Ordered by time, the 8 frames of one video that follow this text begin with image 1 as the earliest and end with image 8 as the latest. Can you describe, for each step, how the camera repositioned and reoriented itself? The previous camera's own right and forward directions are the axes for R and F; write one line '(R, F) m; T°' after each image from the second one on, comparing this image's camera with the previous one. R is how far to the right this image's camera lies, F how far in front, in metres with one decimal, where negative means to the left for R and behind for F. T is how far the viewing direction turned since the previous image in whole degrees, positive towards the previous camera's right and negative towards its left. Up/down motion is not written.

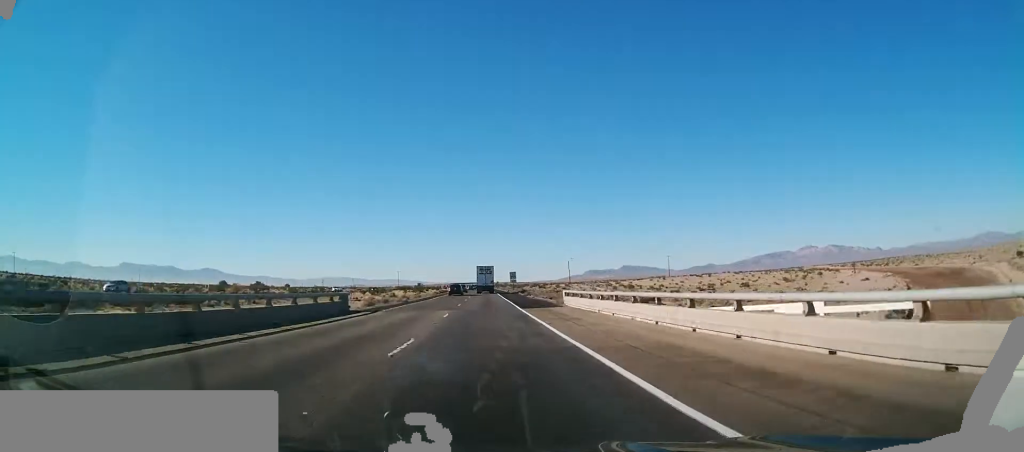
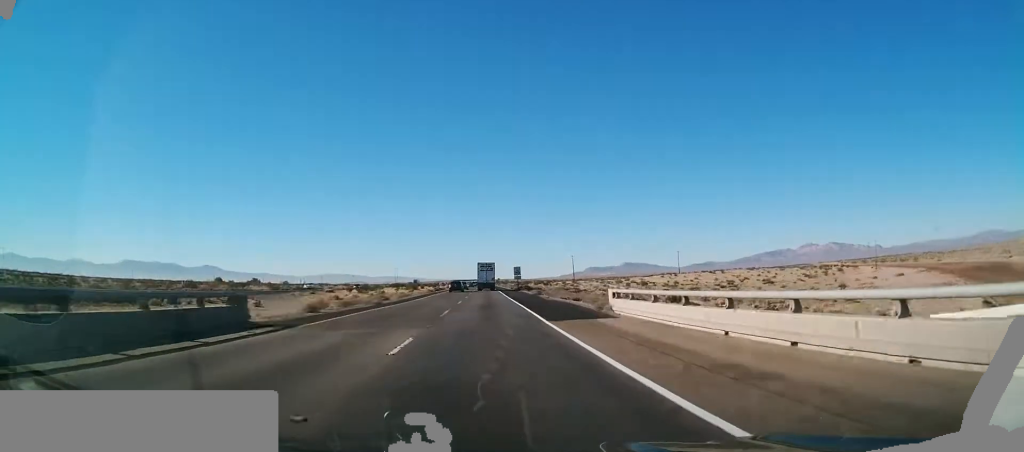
(-0.3, +14.8) m; 0°
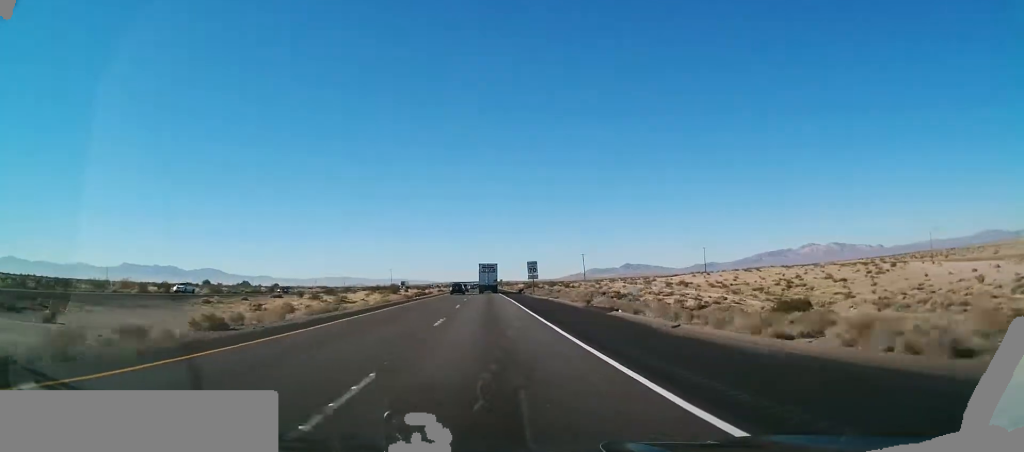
(+0.2, +34.4) m; 0°
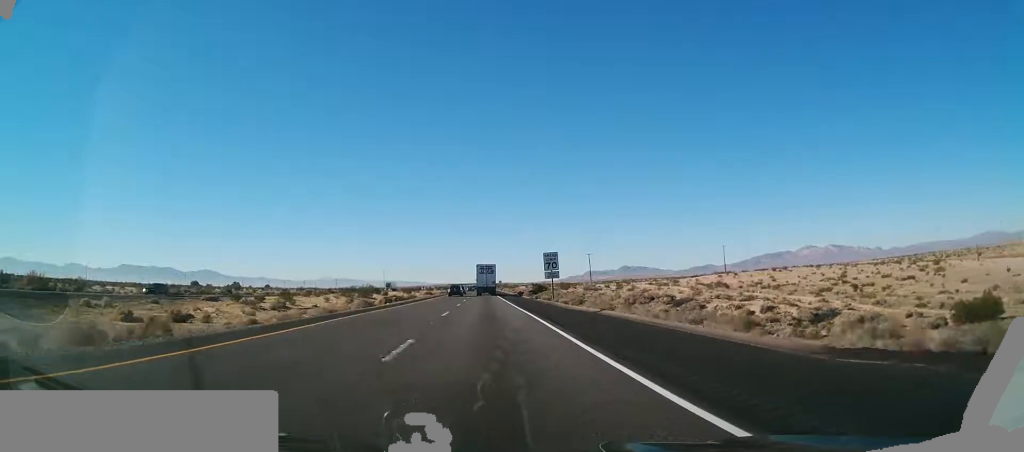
(0.0, +24.1) m; 0°
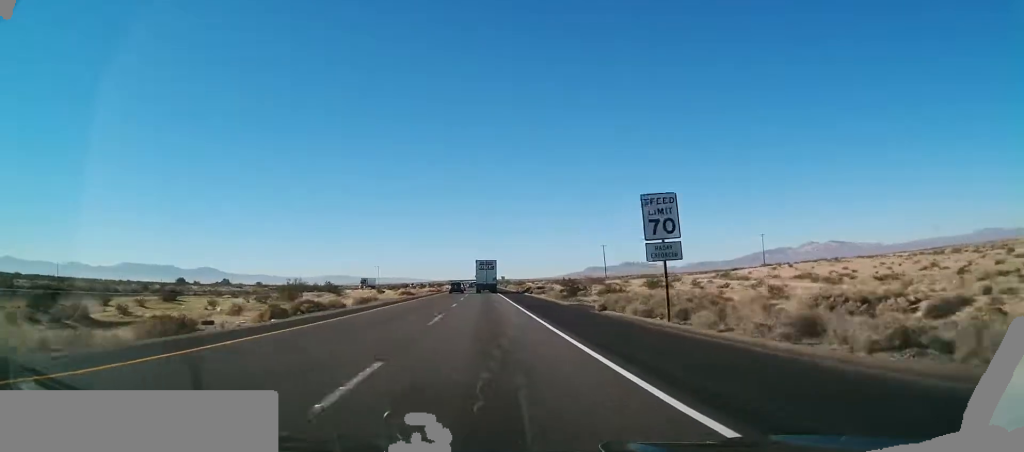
(+0.1, +33.3) m; 0°
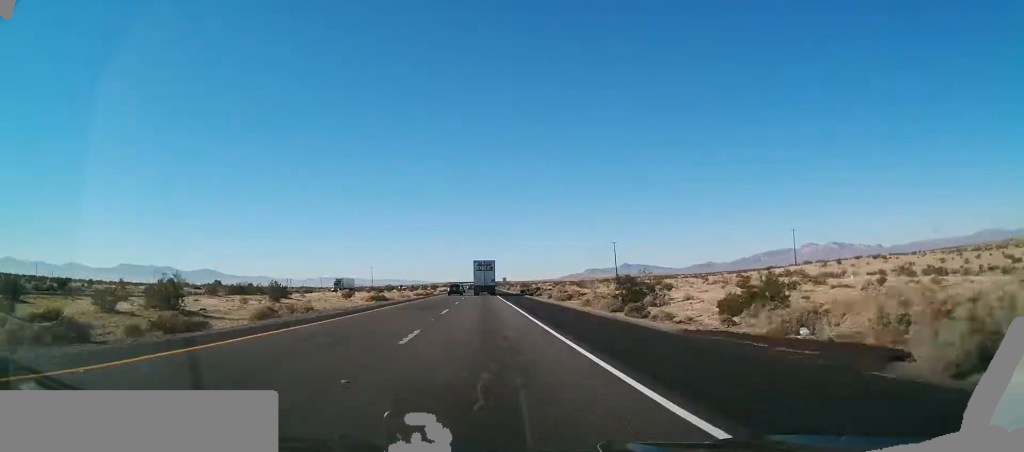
(+0.1, +21.9) m; 0°
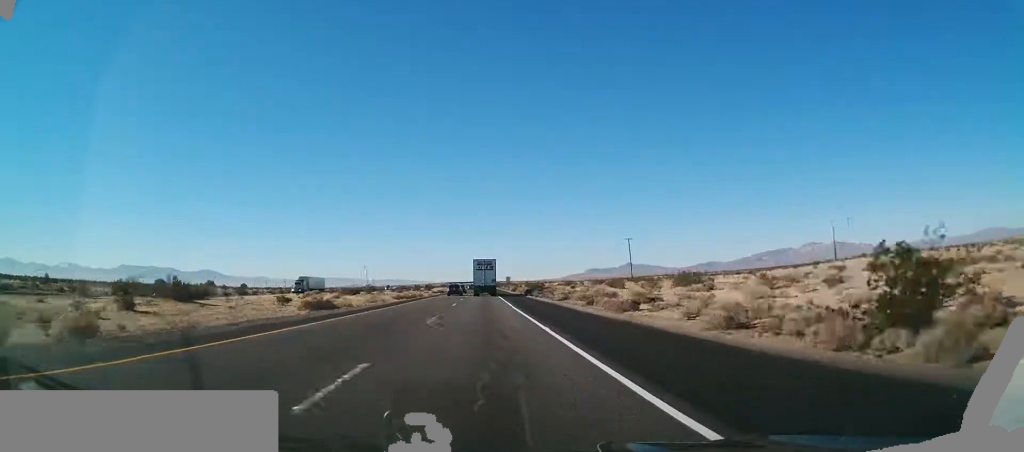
(0.0, +22.0) m; 0°
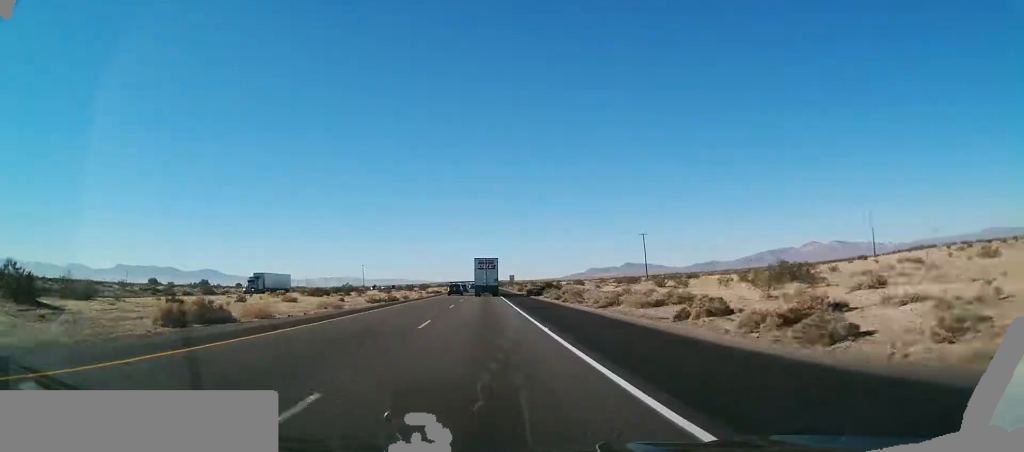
(0.0, +17.5) m; 0°
